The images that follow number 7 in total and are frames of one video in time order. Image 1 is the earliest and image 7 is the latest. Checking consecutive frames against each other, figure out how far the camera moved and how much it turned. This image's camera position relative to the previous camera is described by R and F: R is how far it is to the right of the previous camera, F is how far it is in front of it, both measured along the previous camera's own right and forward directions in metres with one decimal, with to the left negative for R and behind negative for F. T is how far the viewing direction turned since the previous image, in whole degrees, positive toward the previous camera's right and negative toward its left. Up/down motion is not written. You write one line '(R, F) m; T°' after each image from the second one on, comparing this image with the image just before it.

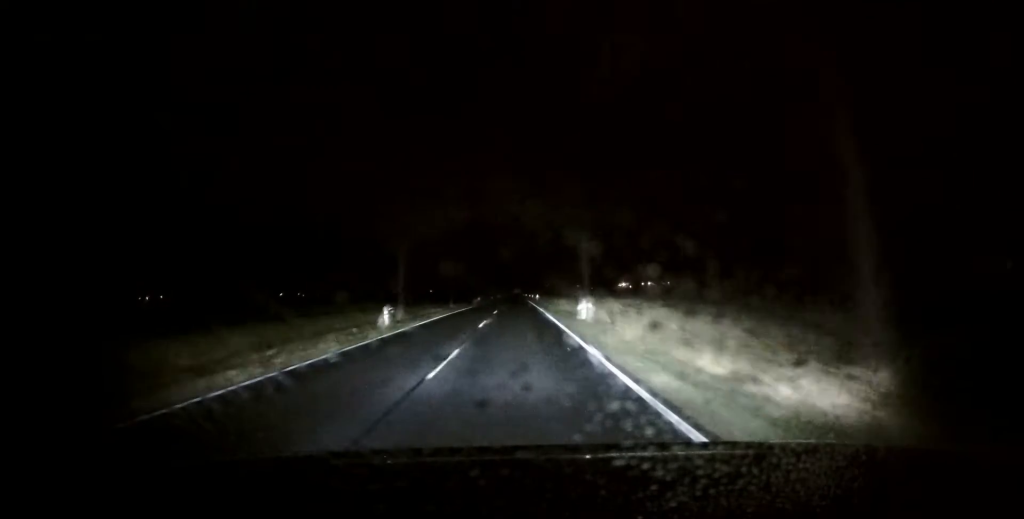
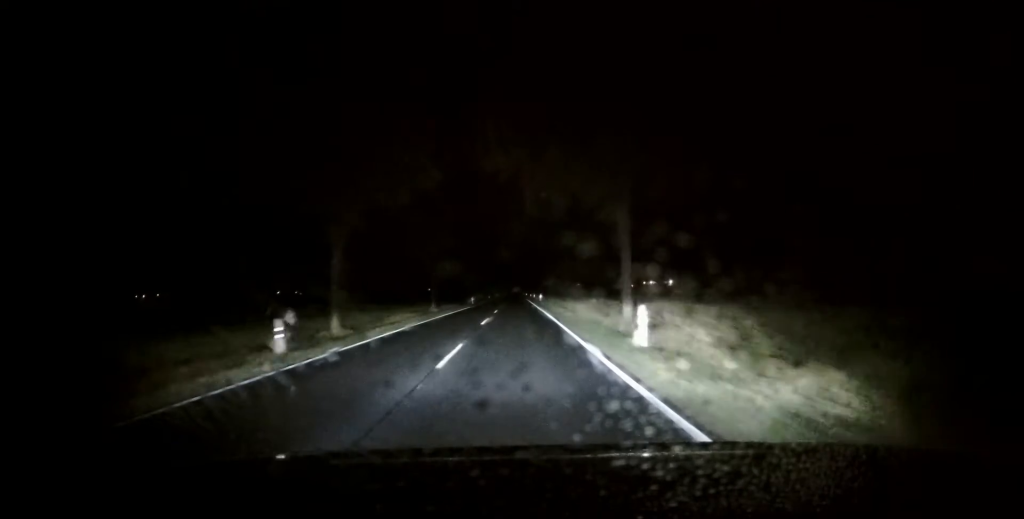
(-0.1, +10.7) m; 0°
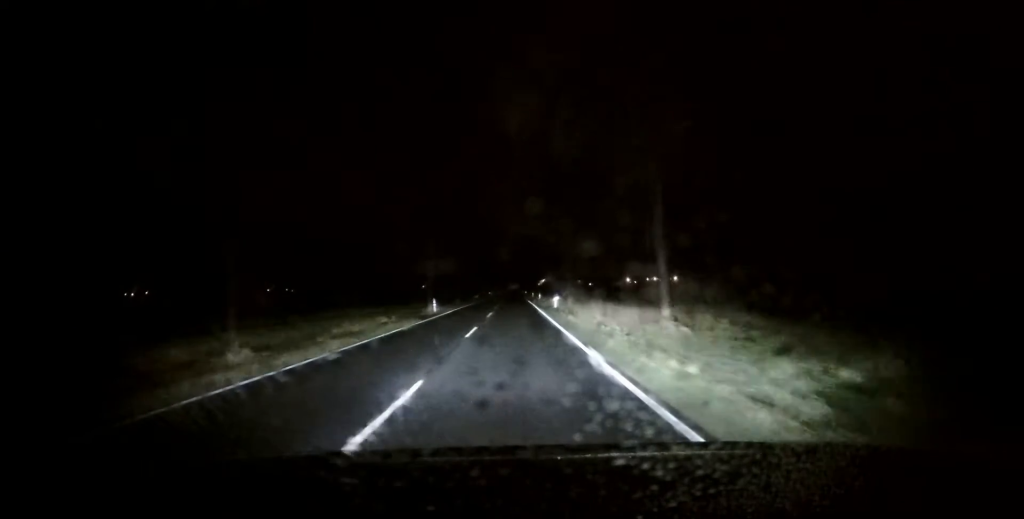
(0.0, +28.7) m; 0°
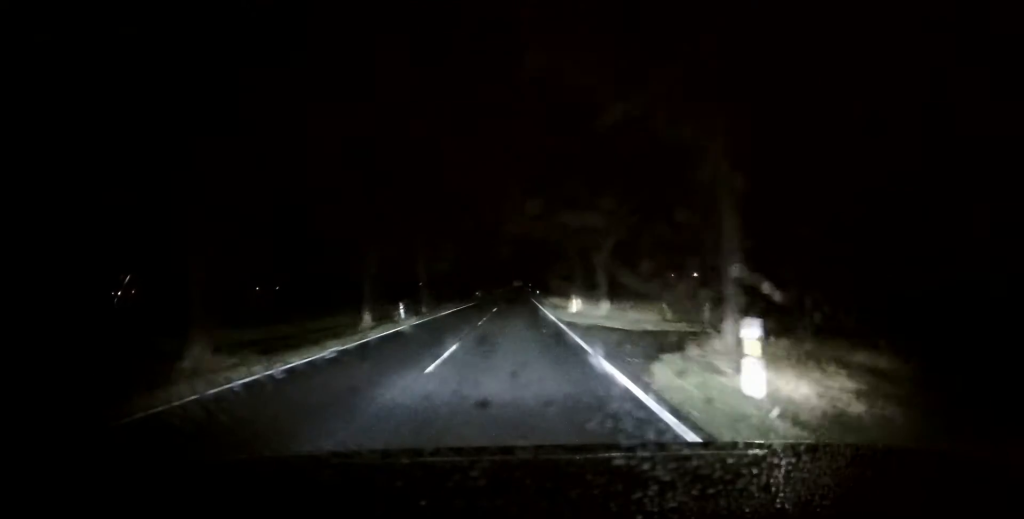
(-0.1, +54.1) m; 0°
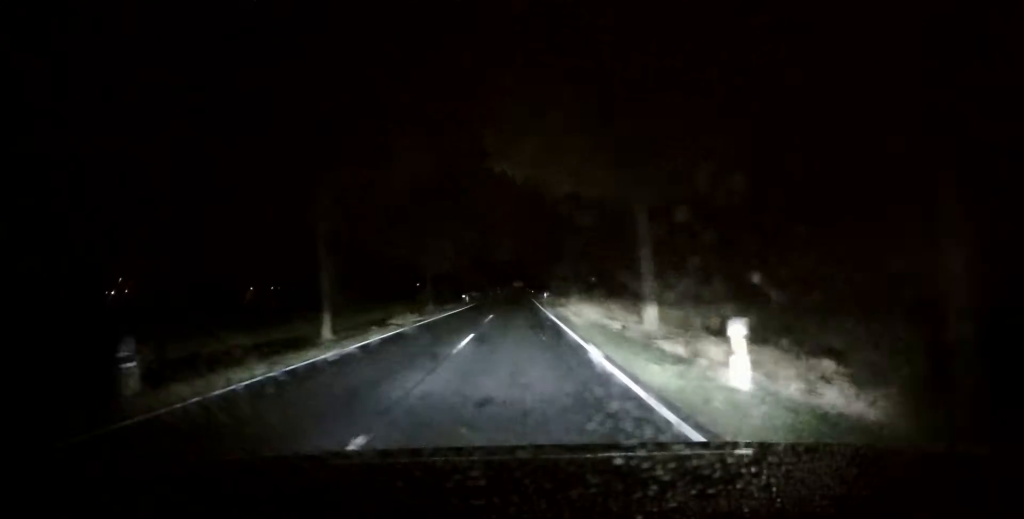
(0.0, +19.7) m; 0°
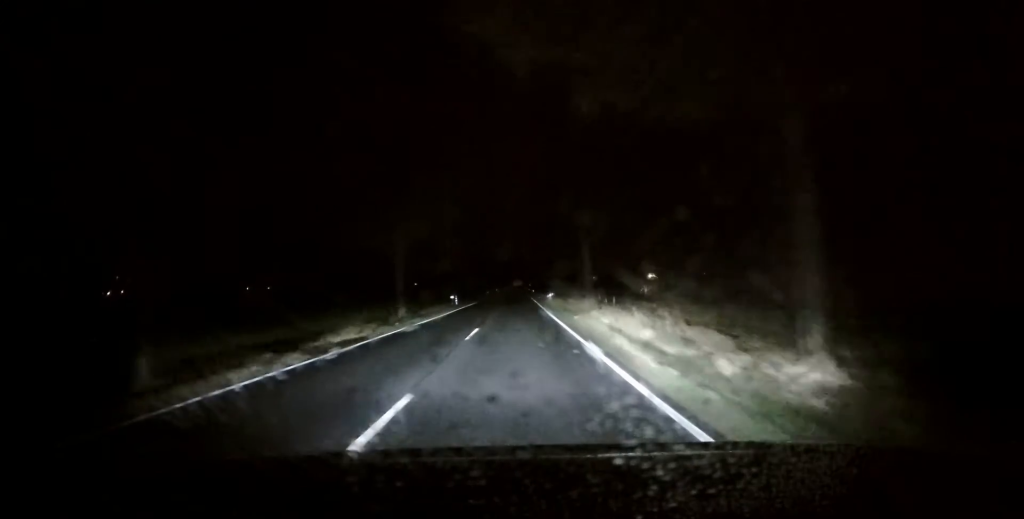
(0.0, +9.8) m; 0°
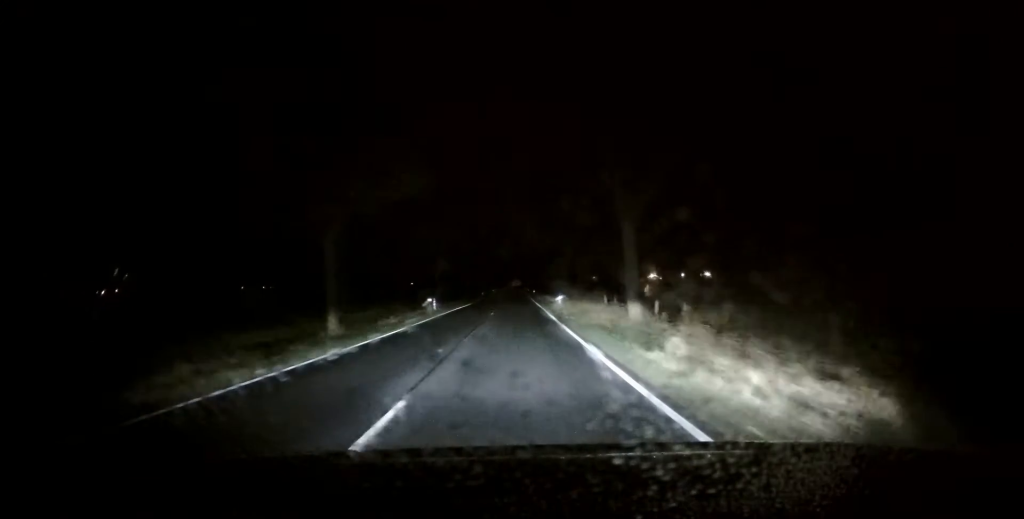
(+0.1, +12.0) m; 0°
